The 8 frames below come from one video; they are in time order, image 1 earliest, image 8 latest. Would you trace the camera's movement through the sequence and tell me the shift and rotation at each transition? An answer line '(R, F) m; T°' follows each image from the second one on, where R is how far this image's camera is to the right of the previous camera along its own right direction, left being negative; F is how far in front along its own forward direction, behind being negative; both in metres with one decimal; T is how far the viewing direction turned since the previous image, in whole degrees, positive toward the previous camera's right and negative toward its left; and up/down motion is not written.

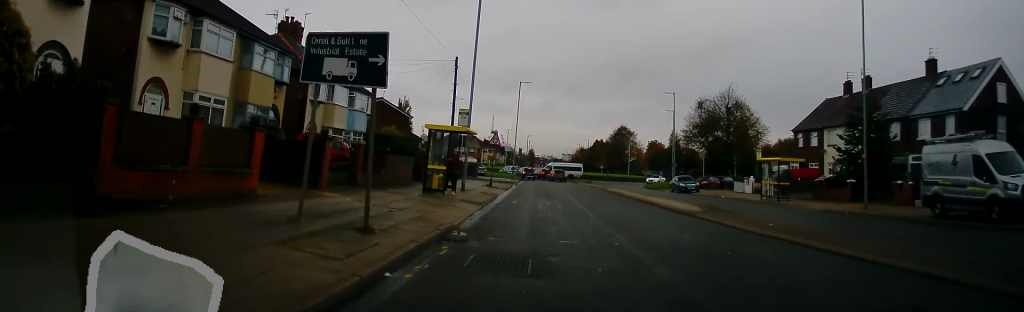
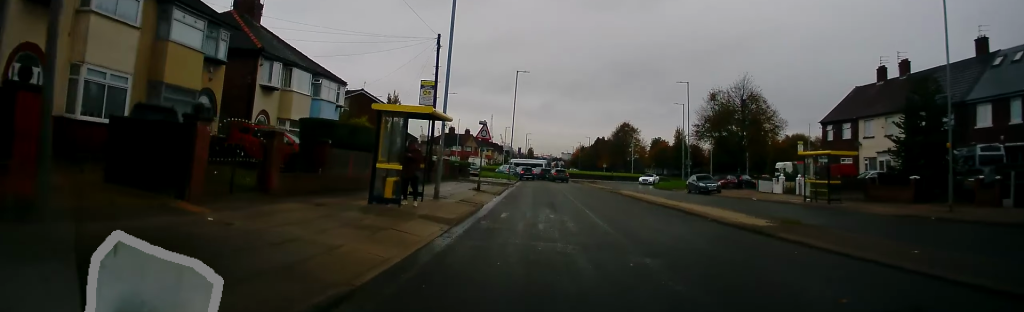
(0.0, +6.5) m; 0°
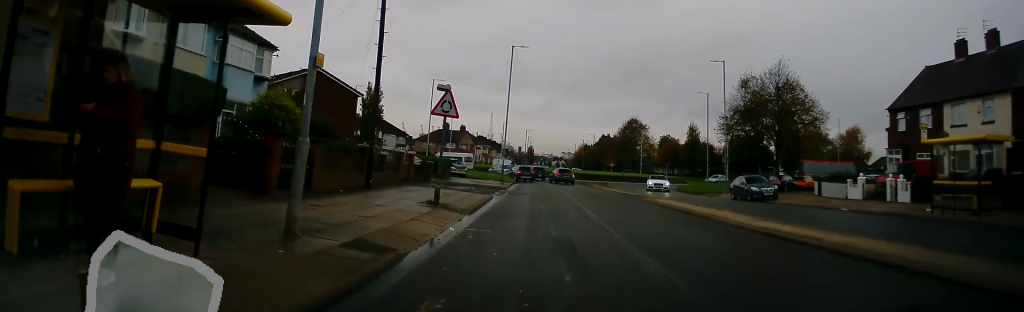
(0.0, +11.3) m; 0°
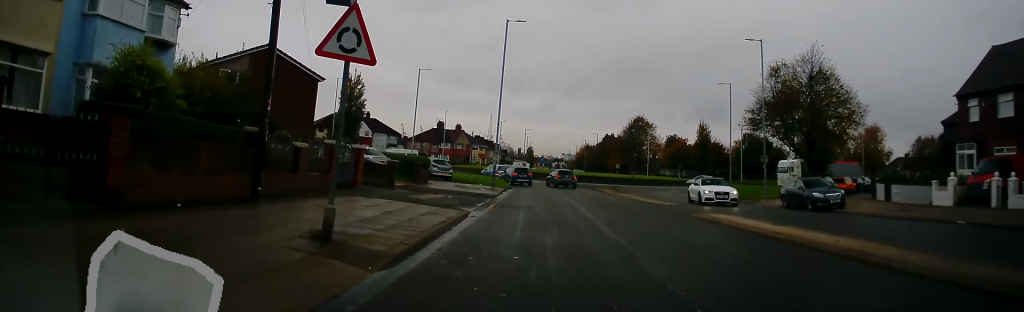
(0.0, +8.3) m; 0°
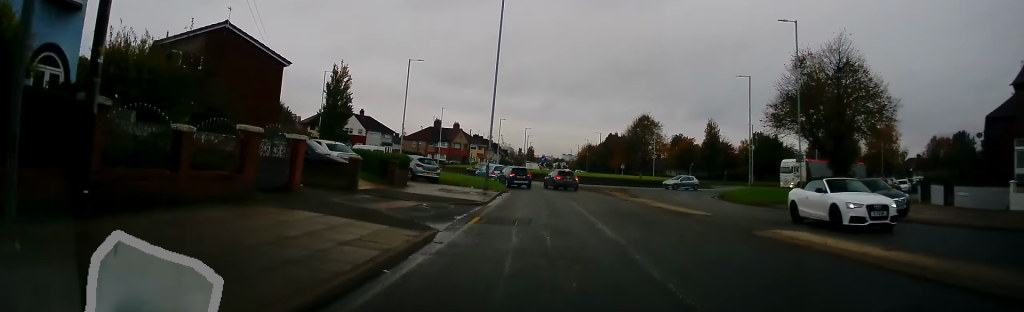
(0.0, +5.4) m; 0°
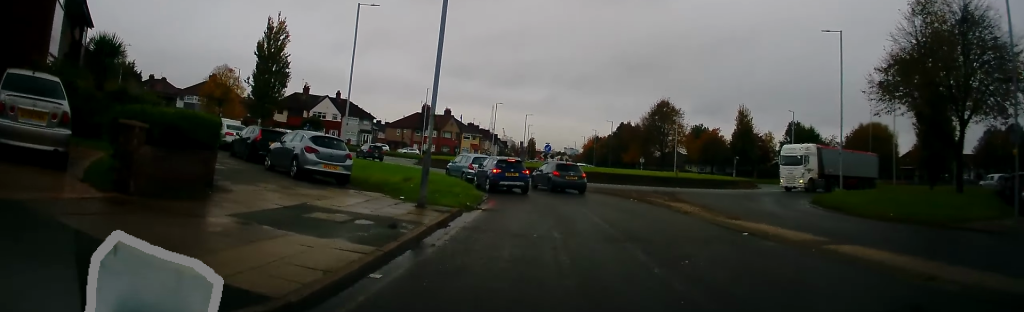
(0.0, +17.2) m; 0°
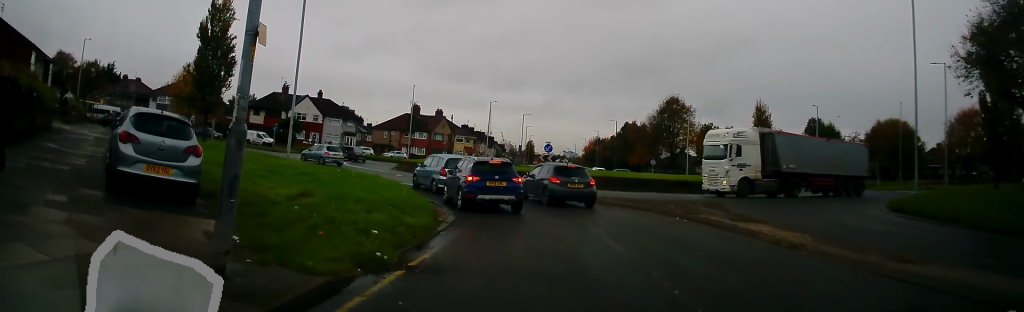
(0.0, +9.0) m; 0°
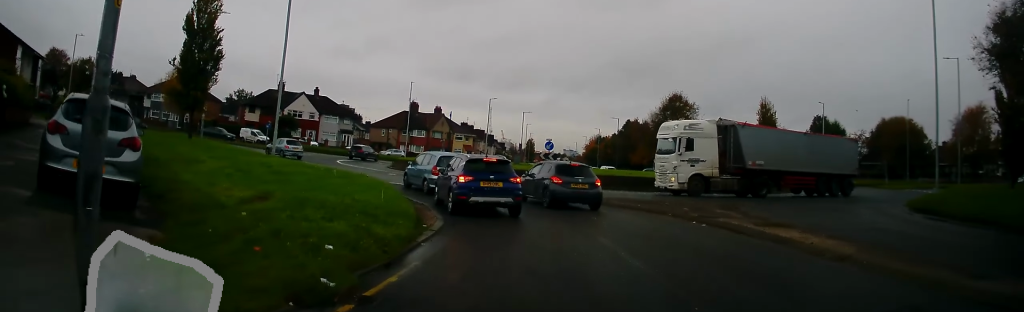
(0.0, +2.2) m; 0°
